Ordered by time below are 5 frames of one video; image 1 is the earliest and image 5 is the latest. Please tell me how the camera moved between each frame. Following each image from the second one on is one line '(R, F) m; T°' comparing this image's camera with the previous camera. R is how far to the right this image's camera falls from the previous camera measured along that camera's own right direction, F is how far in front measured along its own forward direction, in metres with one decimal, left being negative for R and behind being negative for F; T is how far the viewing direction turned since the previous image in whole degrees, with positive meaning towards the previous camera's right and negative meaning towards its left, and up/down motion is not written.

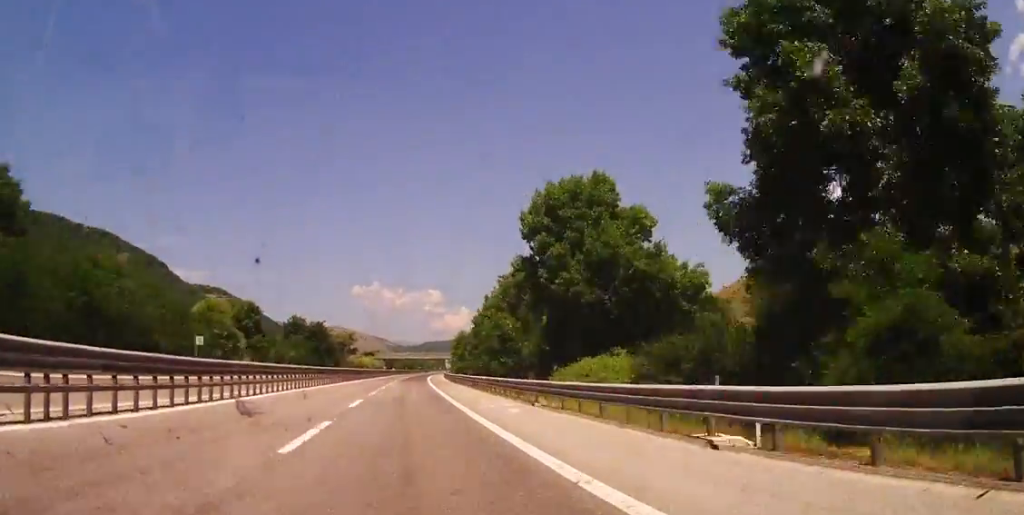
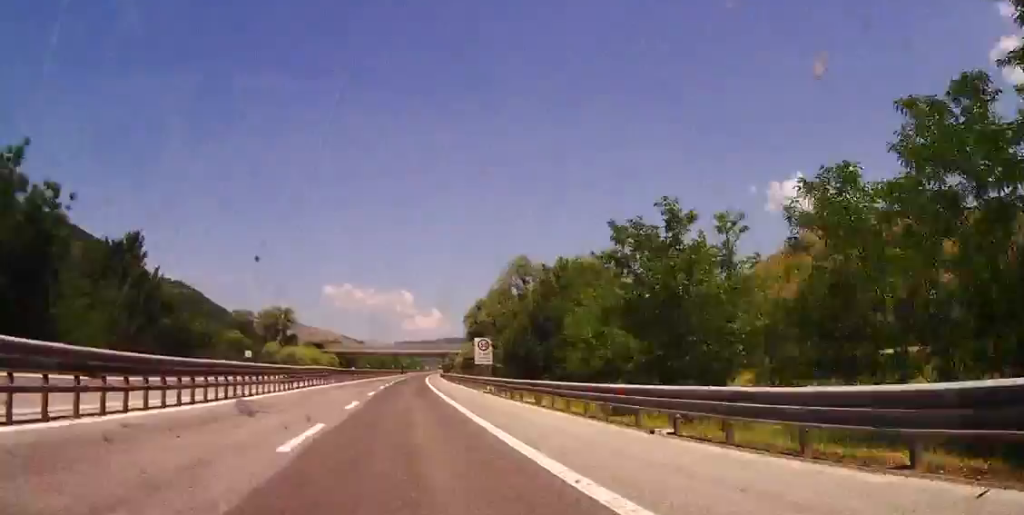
(+2.6, +103.2) m; +3°
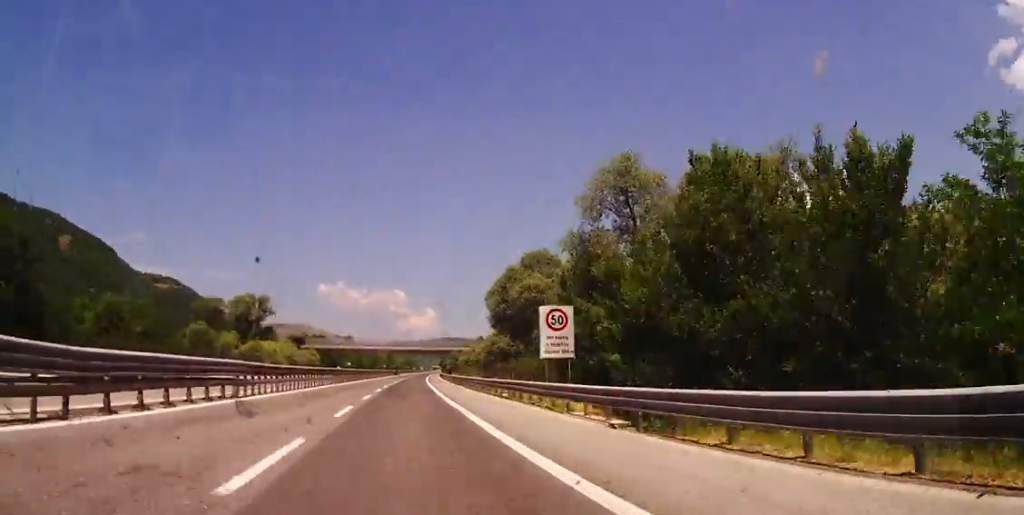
(0.0, +26.9) m; +1°
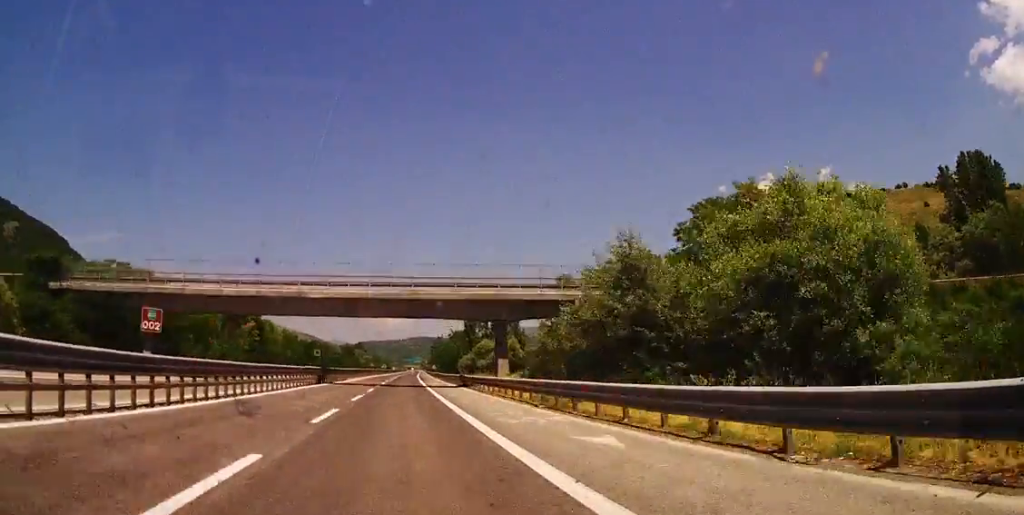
(+4.1, +118.0) m; +3°
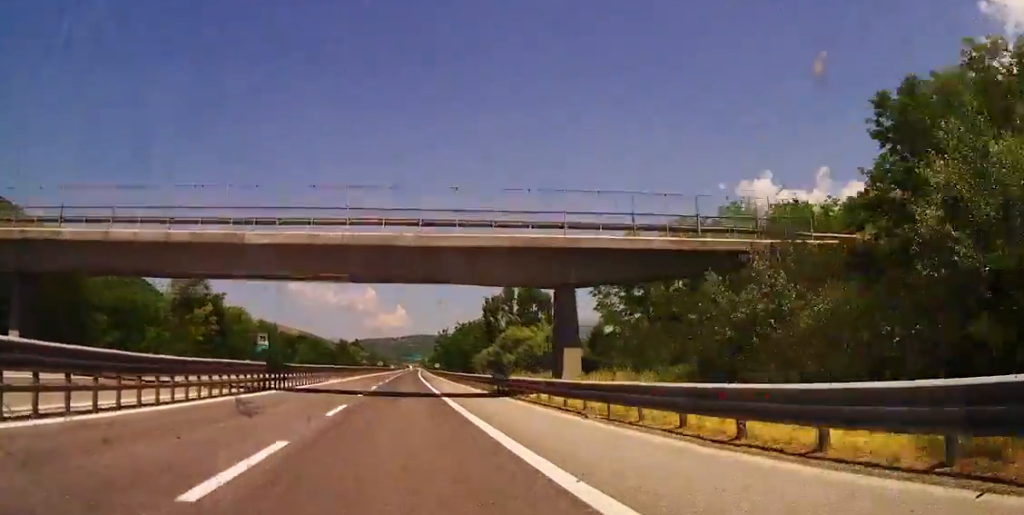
(-0.2, +21.1) m; 0°
